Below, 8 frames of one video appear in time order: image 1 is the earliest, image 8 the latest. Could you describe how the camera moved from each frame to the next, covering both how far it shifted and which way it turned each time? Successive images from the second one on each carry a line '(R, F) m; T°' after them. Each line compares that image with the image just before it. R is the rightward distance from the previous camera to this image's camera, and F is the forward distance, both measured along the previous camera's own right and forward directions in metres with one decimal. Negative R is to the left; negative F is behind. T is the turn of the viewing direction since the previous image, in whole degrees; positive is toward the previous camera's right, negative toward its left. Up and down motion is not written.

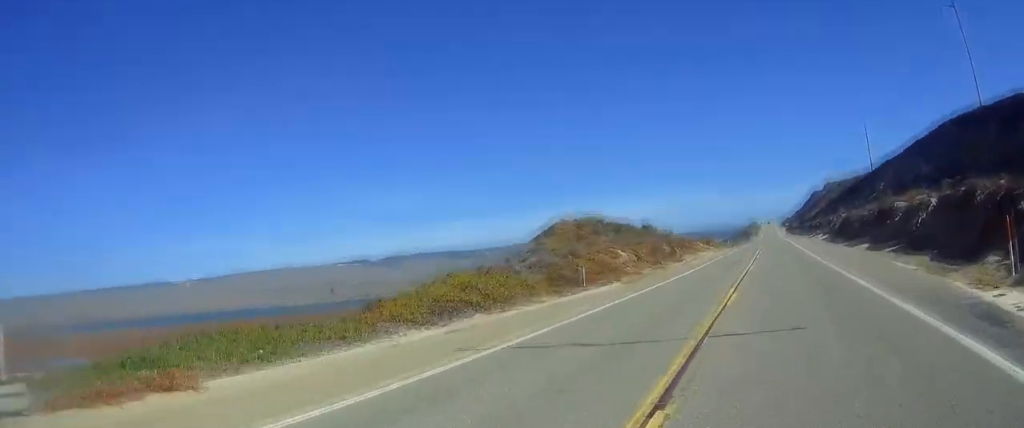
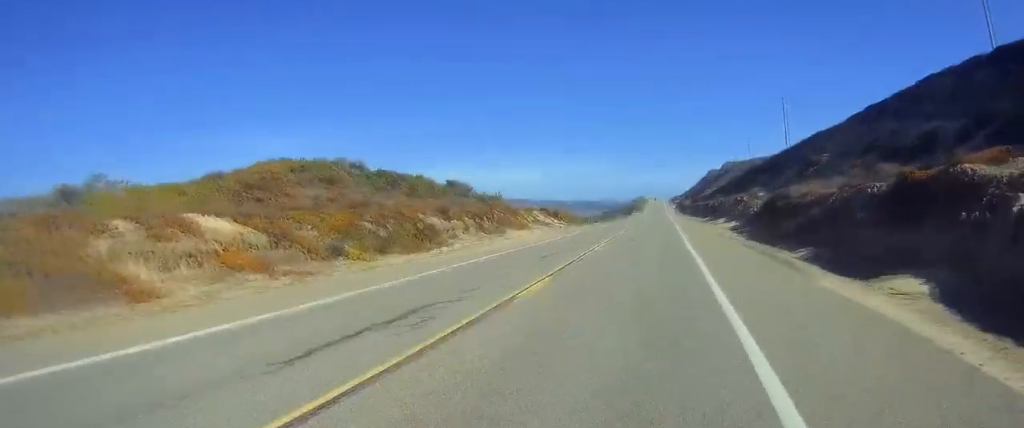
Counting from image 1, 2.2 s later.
(+1.1, +32.7) m; +3°
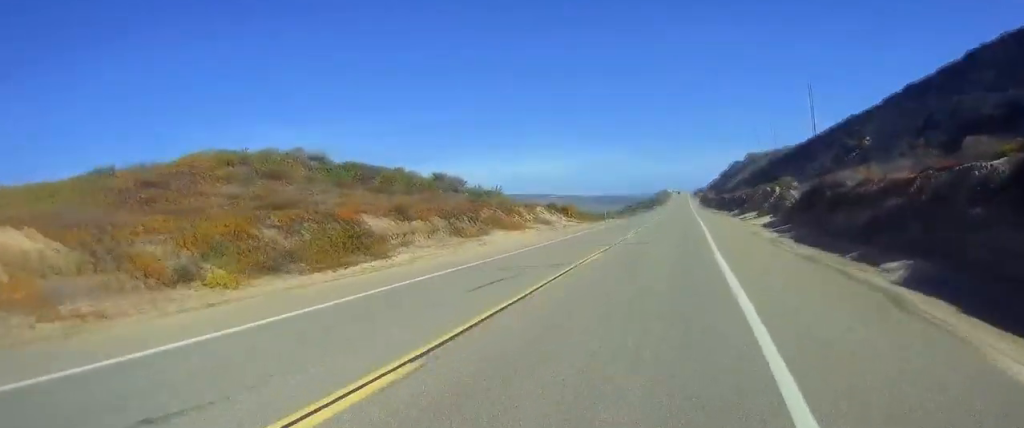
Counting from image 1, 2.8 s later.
(0.0, +9.0) m; 0°
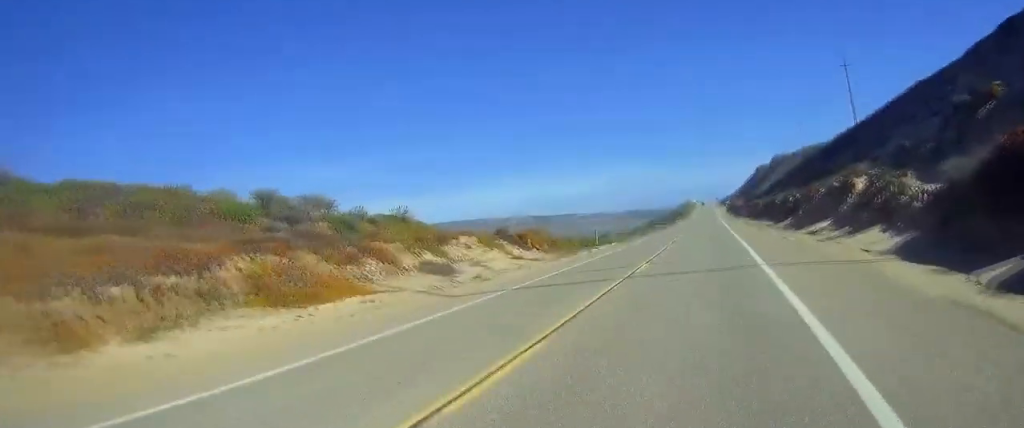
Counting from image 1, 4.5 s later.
(0.0, +24.8) m; 0°
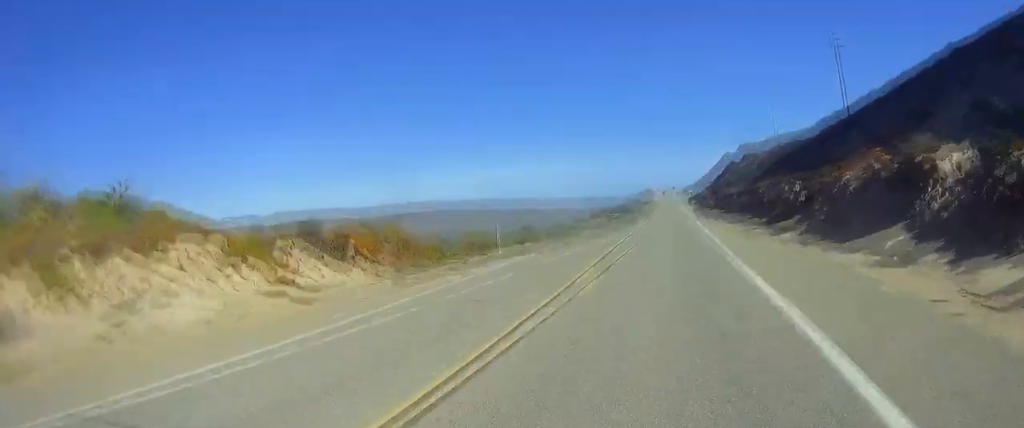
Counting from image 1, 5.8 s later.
(0.0, +19.2) m; 0°
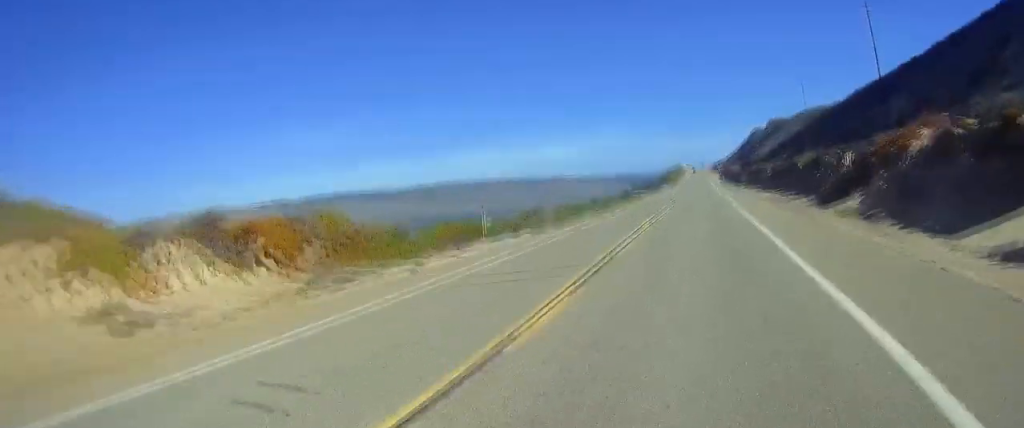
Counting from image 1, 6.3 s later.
(0.0, +7.4) m; 0°
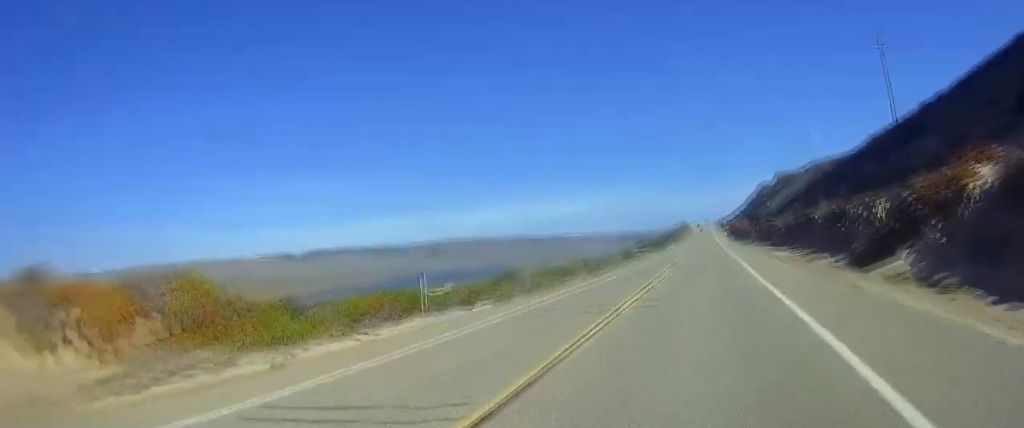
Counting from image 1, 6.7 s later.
(0.0, +6.8) m; 0°
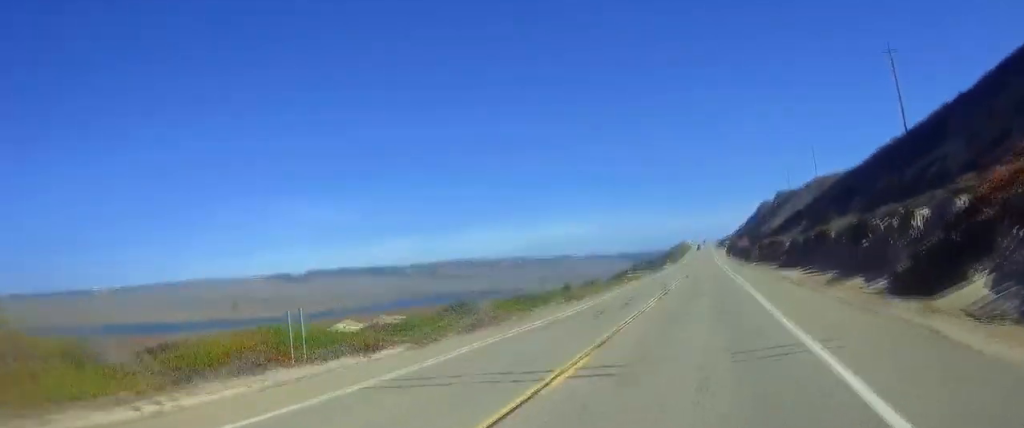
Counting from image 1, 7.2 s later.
(0.0, +7.3) m; 0°
